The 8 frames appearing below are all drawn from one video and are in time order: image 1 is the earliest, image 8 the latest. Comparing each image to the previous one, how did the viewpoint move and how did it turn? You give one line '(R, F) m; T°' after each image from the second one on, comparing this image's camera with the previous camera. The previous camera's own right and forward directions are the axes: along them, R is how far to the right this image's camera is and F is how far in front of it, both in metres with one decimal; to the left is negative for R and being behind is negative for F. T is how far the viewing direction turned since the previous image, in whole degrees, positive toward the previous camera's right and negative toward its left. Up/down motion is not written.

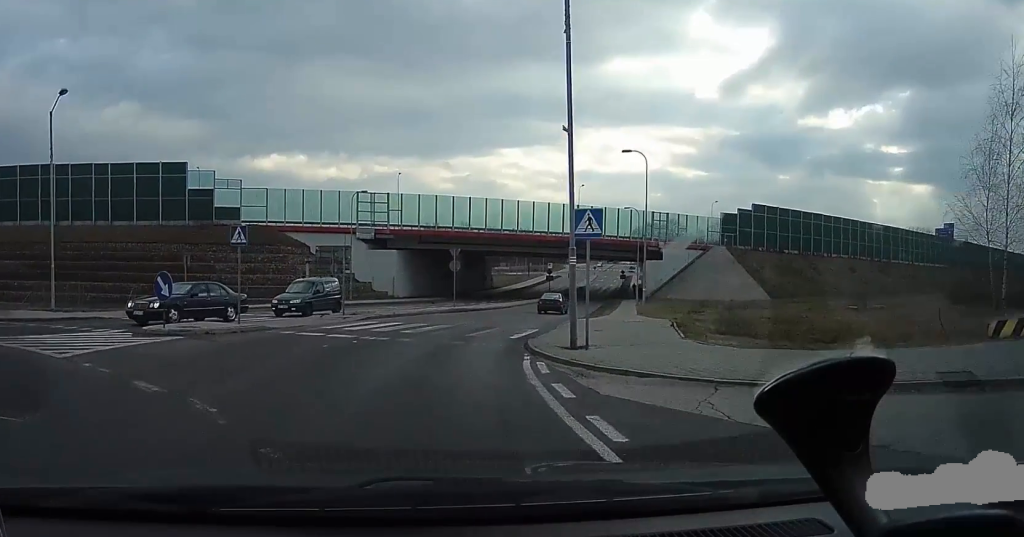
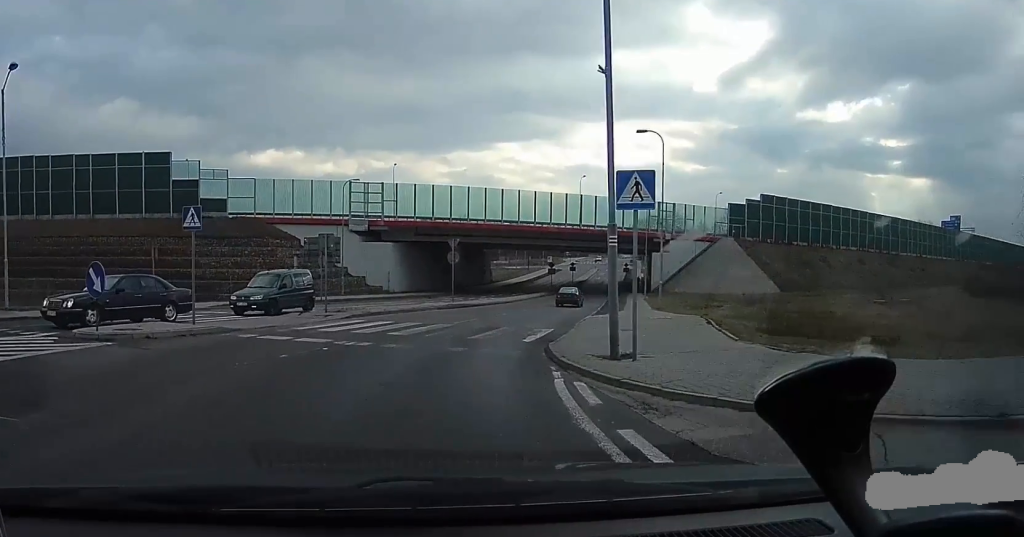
(+0.2, +3.0) m; +2°
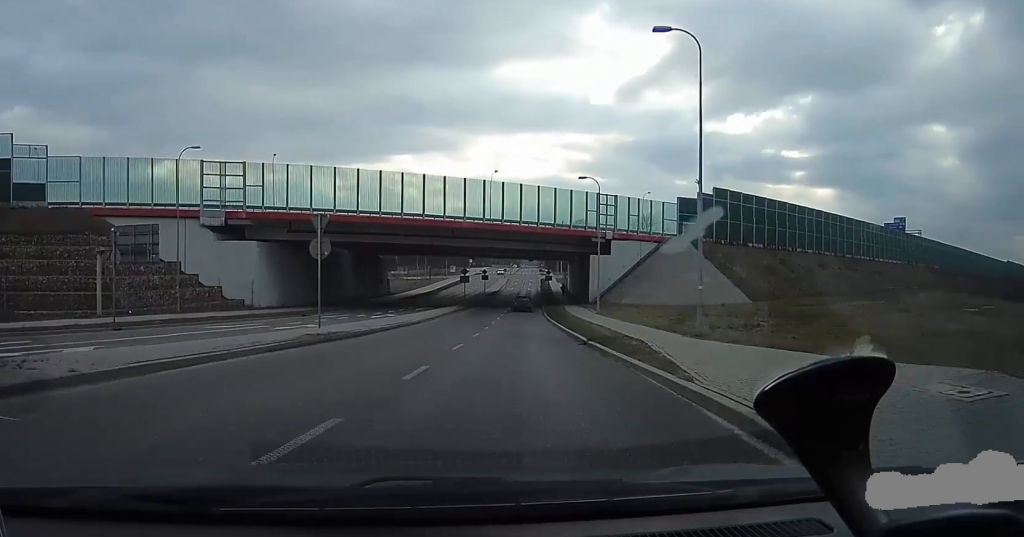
(-0.2, +15.8) m; -1°
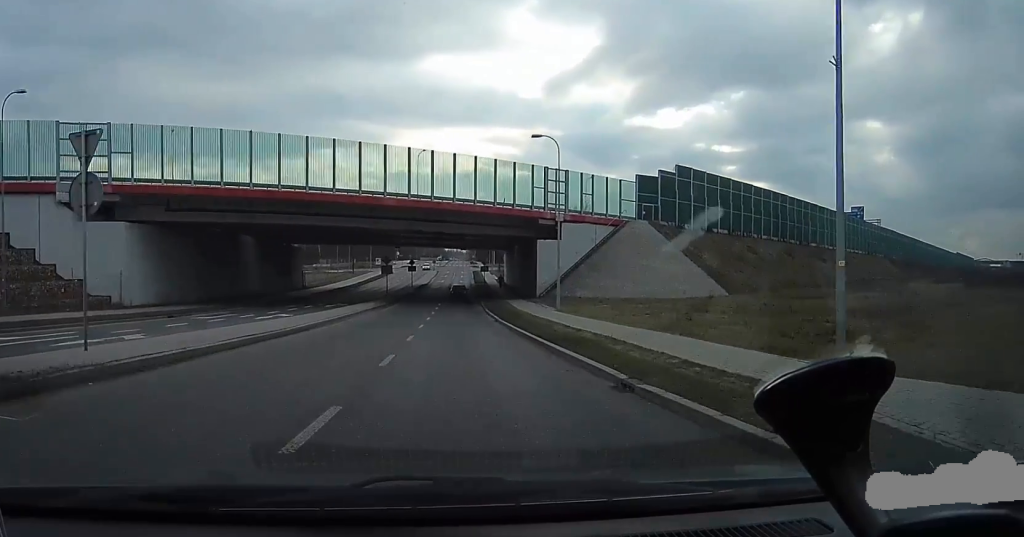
(0.0, +9.9) m; 0°
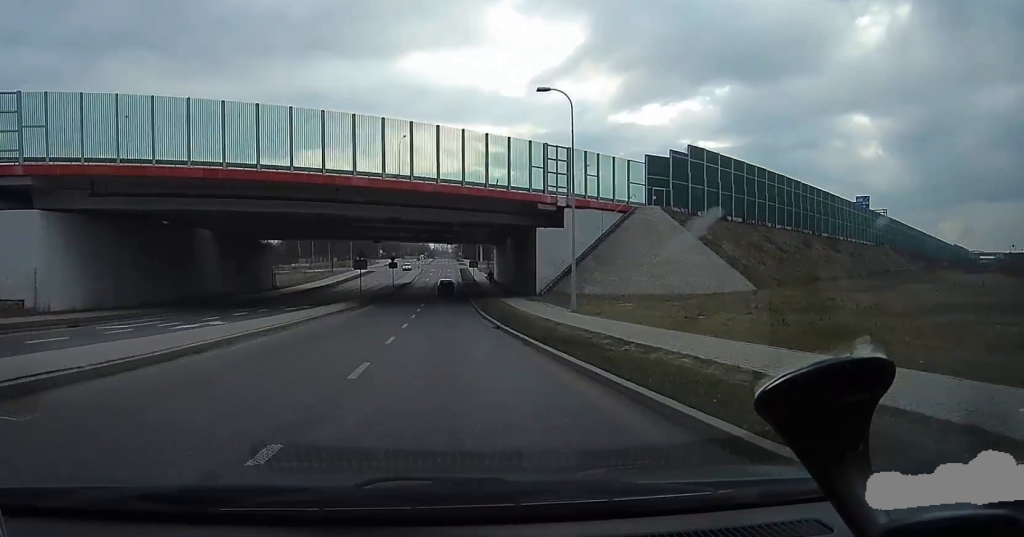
(0.0, +7.4) m; +1°
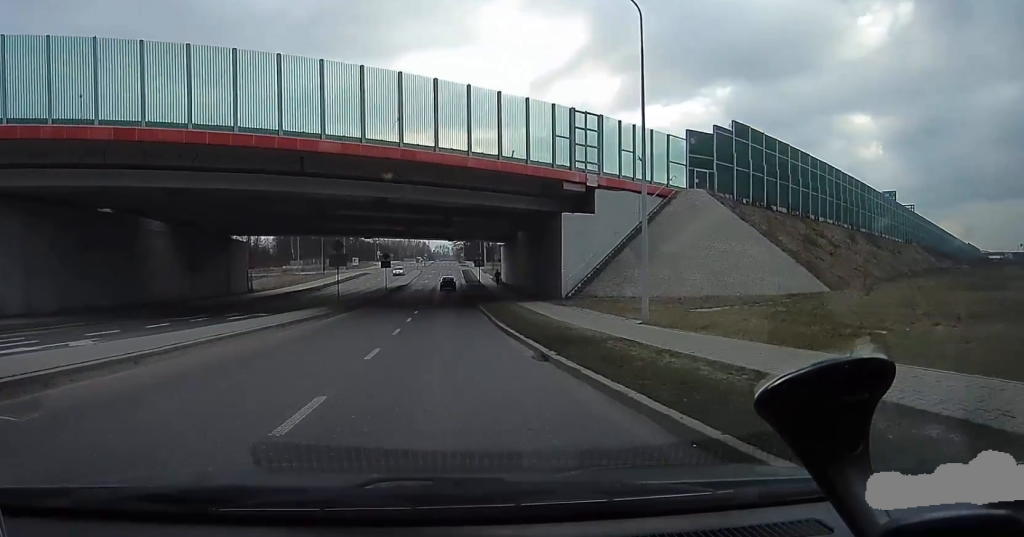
(0.0, +9.2) m; +2°
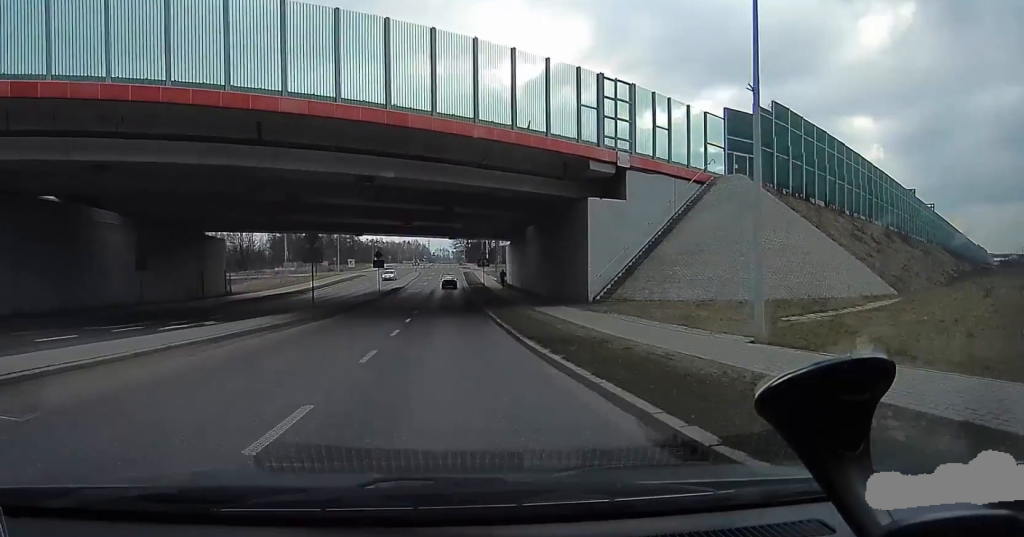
(+0.3, +6.4) m; +1°
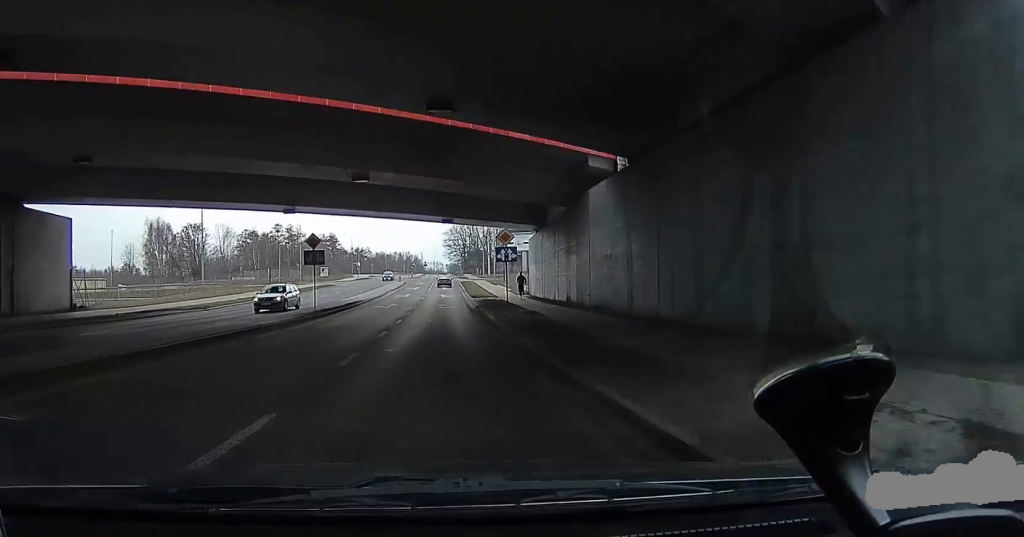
(0.0, +23.3) m; 0°
